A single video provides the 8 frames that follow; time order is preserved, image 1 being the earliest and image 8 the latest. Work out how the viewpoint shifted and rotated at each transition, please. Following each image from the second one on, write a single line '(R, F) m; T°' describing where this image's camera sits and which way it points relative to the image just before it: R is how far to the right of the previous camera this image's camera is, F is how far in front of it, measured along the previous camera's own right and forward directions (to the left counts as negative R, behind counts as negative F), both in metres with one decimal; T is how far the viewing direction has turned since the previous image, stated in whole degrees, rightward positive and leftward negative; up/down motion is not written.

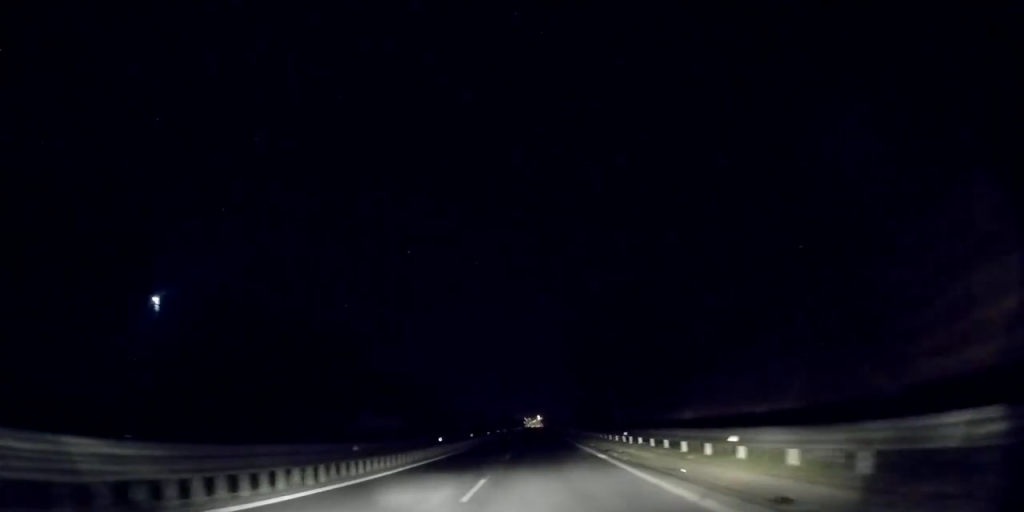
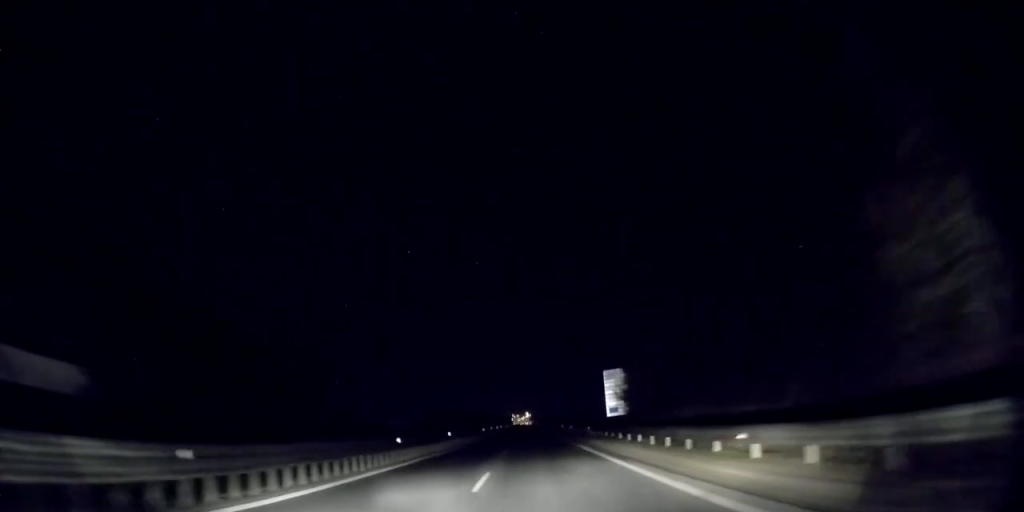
(+0.7, +48.3) m; +2°
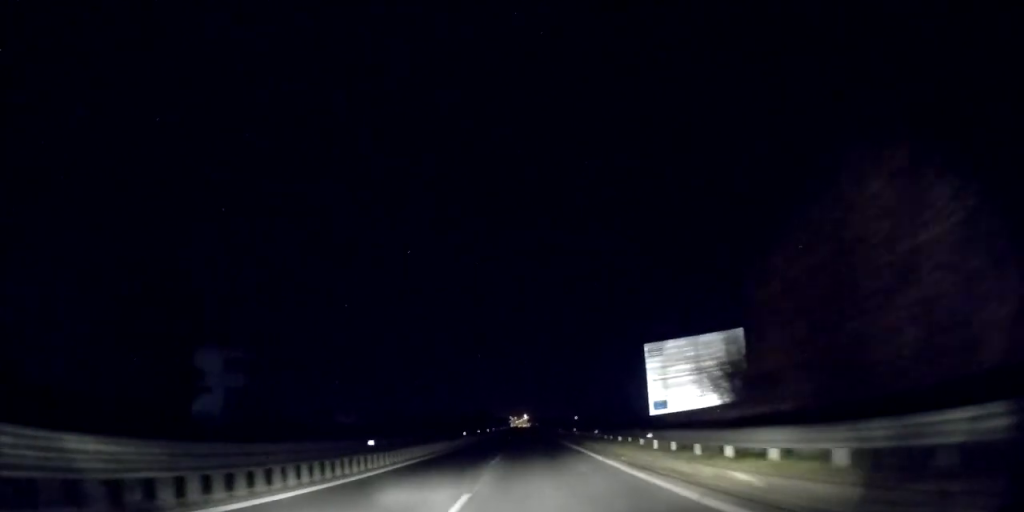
(-0.3, +17.2) m; +2°
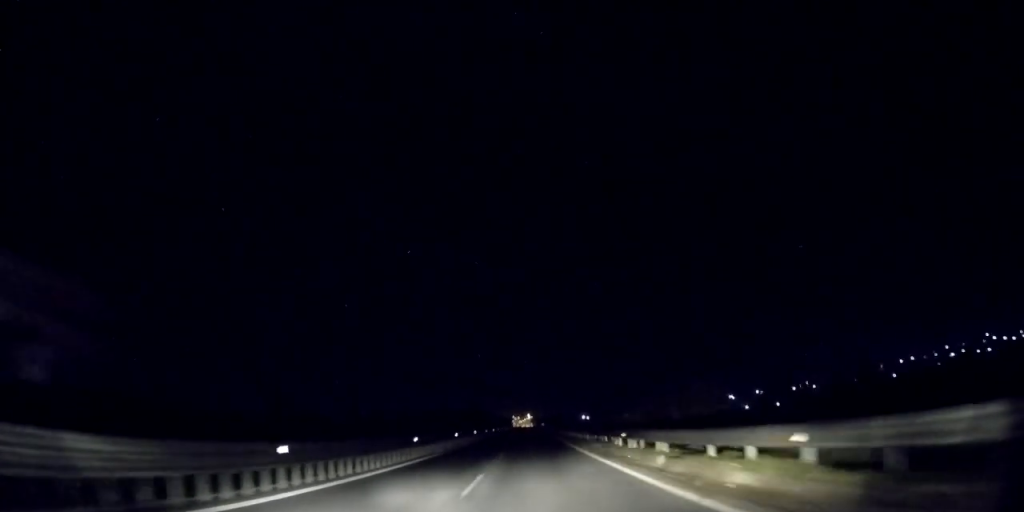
(+0.9, +33.1) m; 0°
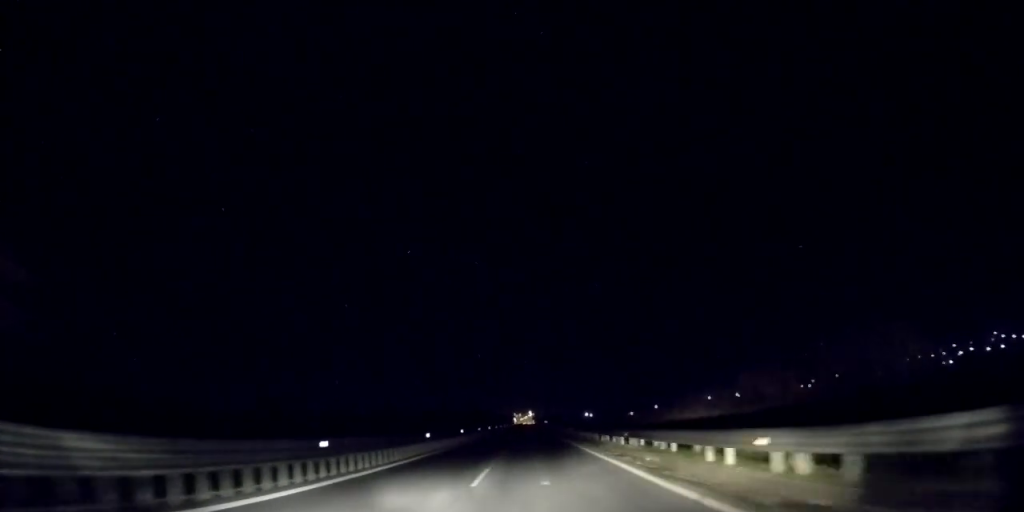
(-0.4, +11.3) m; -1°
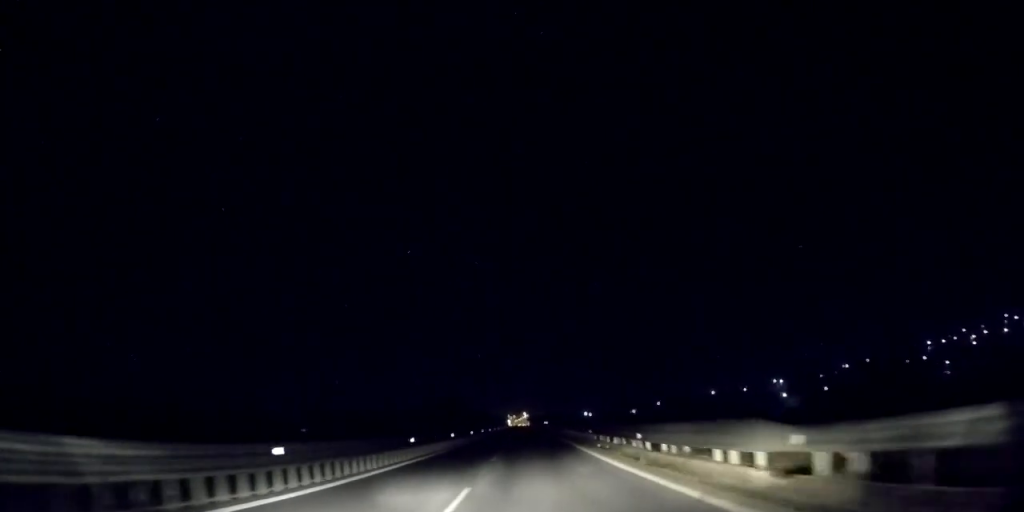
(+0.1, +29.1) m; 0°
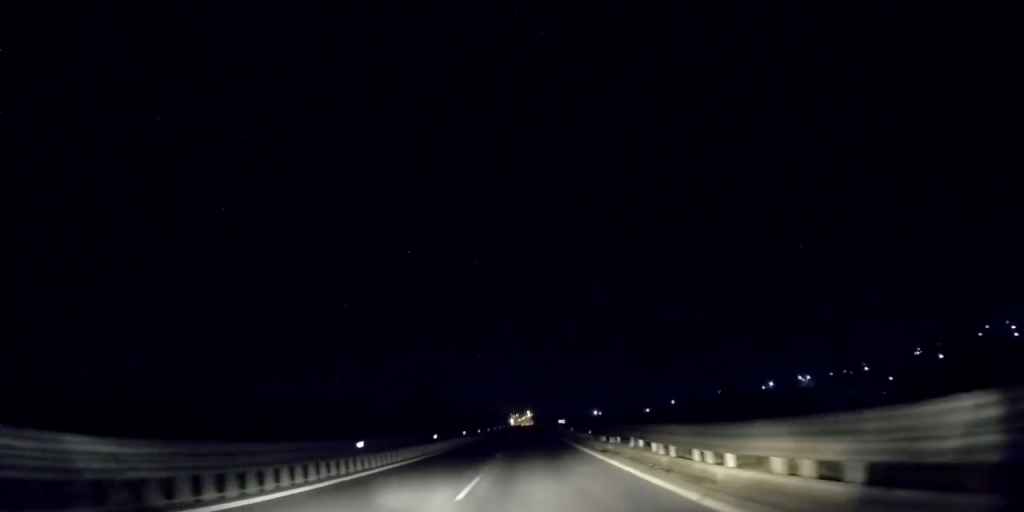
(-0.3, +34.6) m; -1°
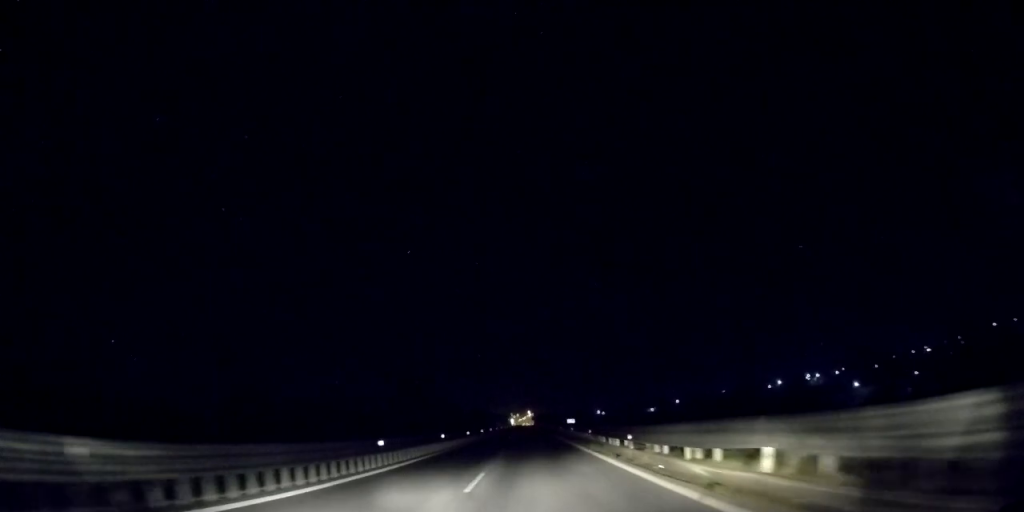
(-0.1, +11.2) m; 0°
